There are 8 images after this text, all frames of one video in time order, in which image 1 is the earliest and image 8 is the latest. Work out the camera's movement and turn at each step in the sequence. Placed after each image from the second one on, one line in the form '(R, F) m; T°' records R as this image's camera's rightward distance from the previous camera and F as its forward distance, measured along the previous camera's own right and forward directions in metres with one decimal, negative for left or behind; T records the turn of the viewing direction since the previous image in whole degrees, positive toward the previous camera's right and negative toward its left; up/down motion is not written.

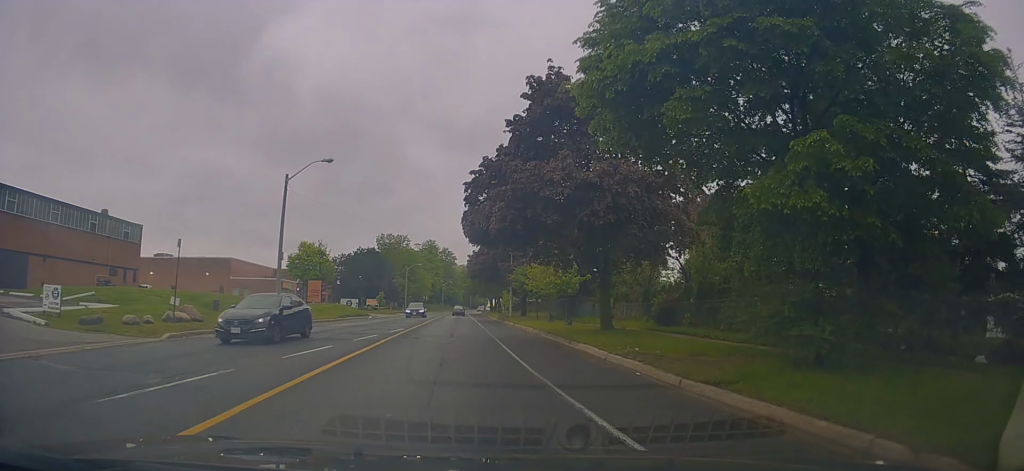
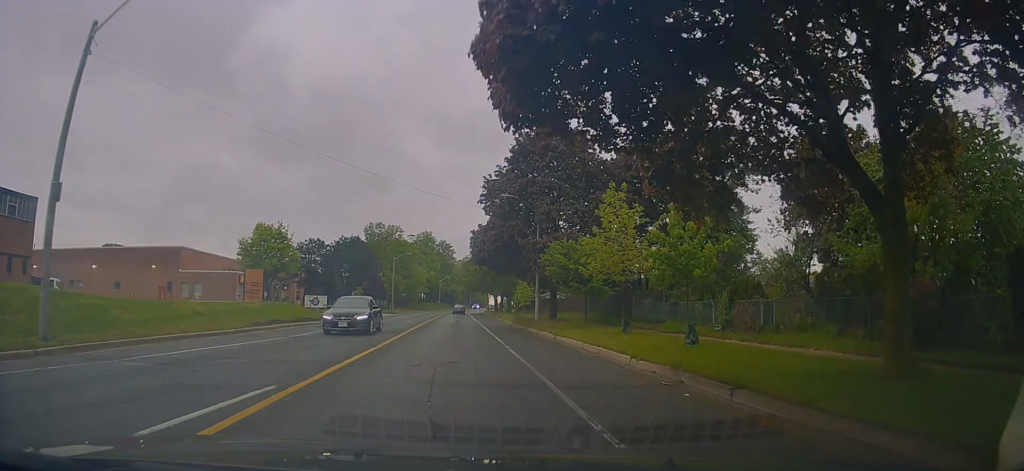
(-0.3, +17.8) m; +3°
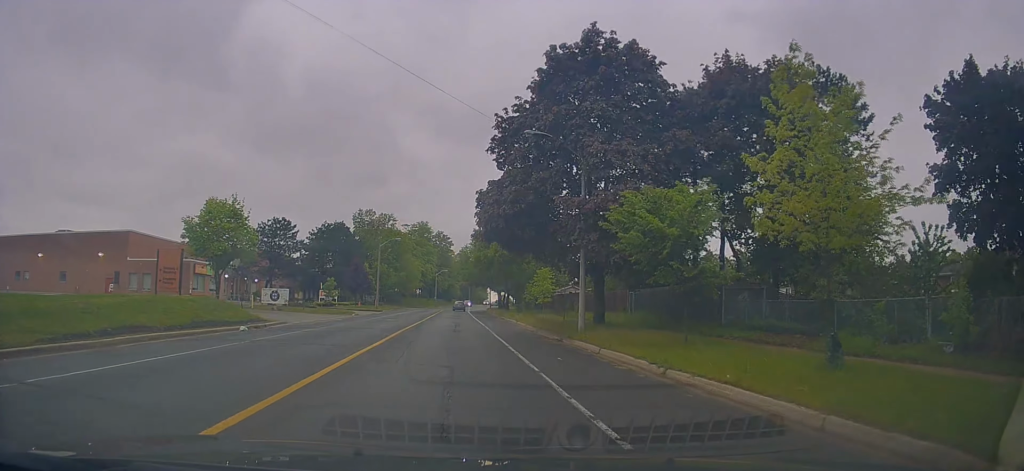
(+0.5, +13.4) m; -3°
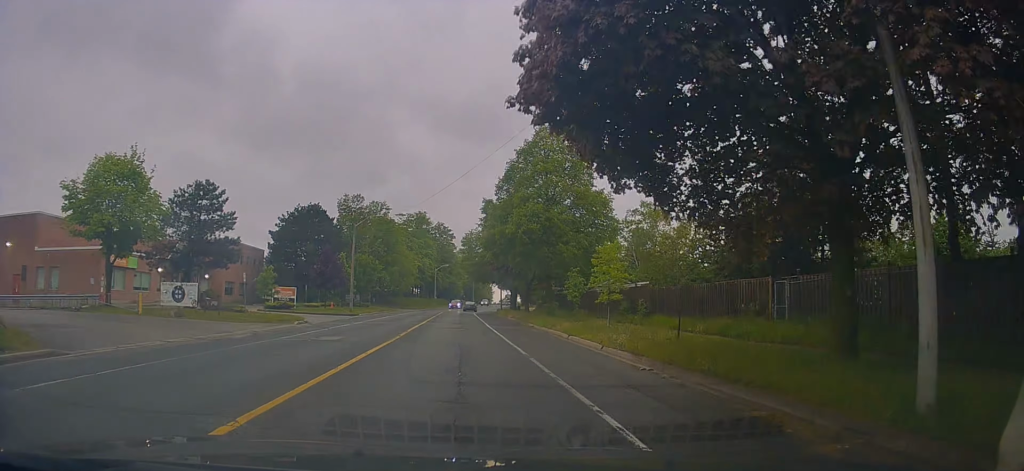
(-1.0, +17.3) m; -1°
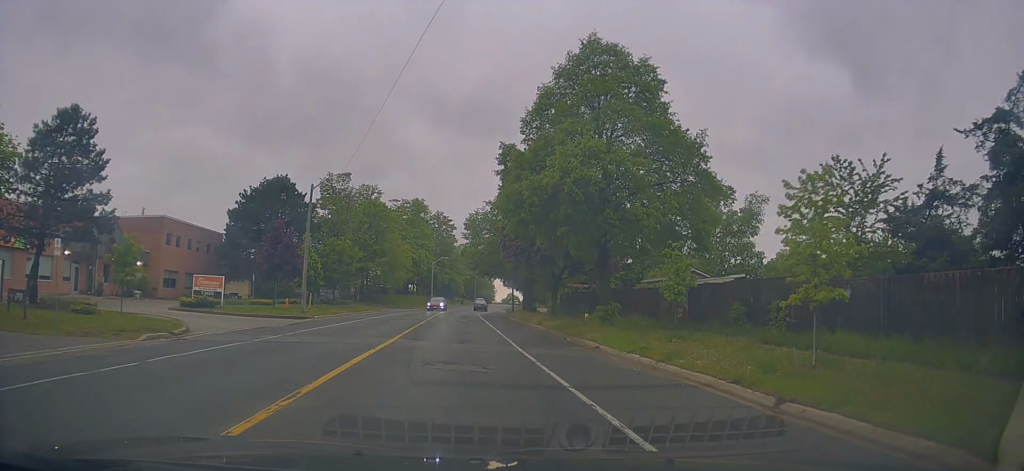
(+0.5, +15.3) m; +1°
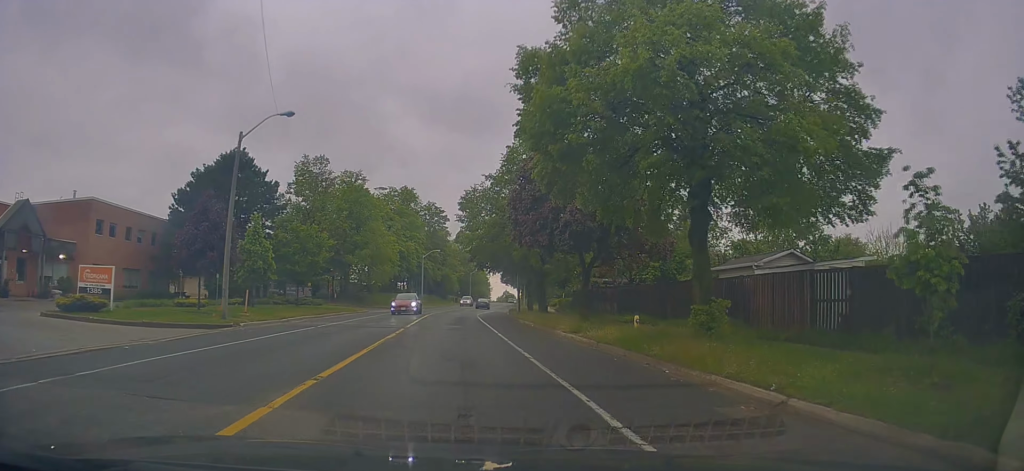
(-0.1, +11.4) m; 0°
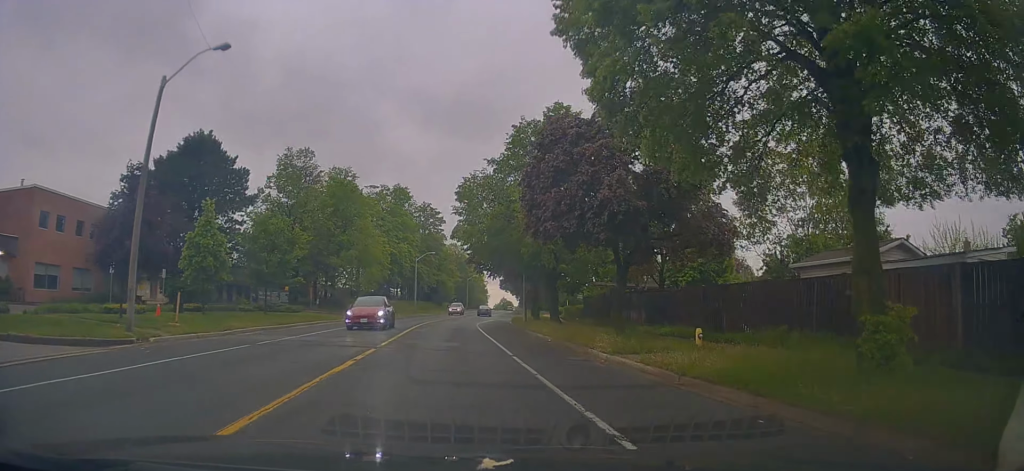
(-0.3, +6.4) m; 0°
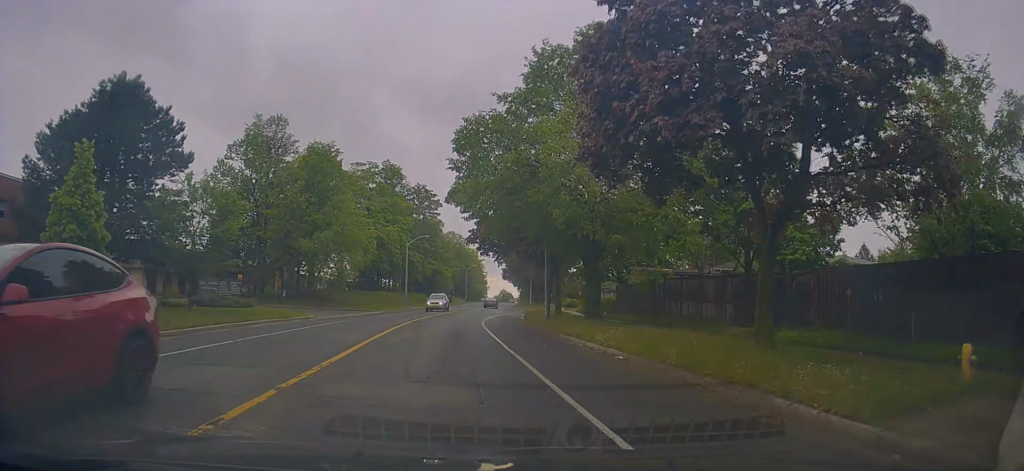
(+0.4, +11.5) m; 0°
